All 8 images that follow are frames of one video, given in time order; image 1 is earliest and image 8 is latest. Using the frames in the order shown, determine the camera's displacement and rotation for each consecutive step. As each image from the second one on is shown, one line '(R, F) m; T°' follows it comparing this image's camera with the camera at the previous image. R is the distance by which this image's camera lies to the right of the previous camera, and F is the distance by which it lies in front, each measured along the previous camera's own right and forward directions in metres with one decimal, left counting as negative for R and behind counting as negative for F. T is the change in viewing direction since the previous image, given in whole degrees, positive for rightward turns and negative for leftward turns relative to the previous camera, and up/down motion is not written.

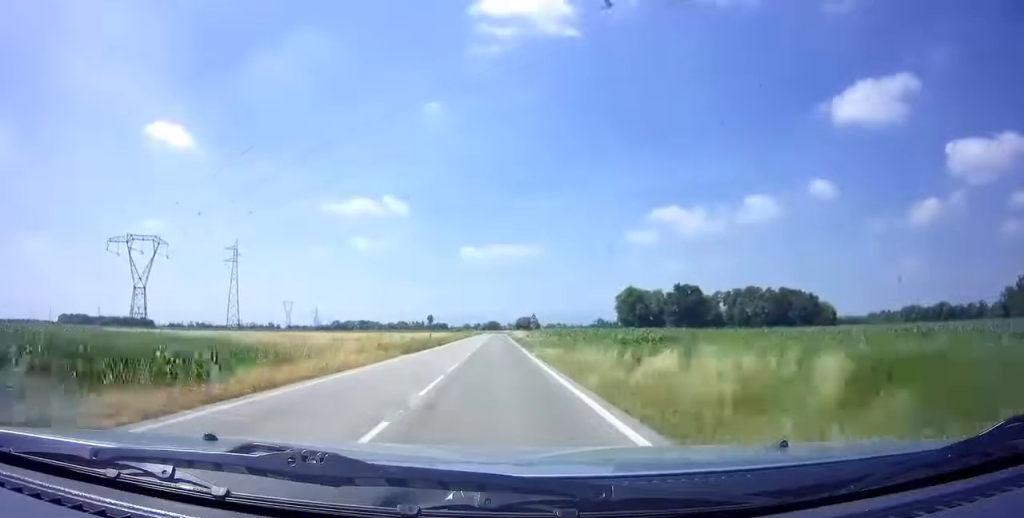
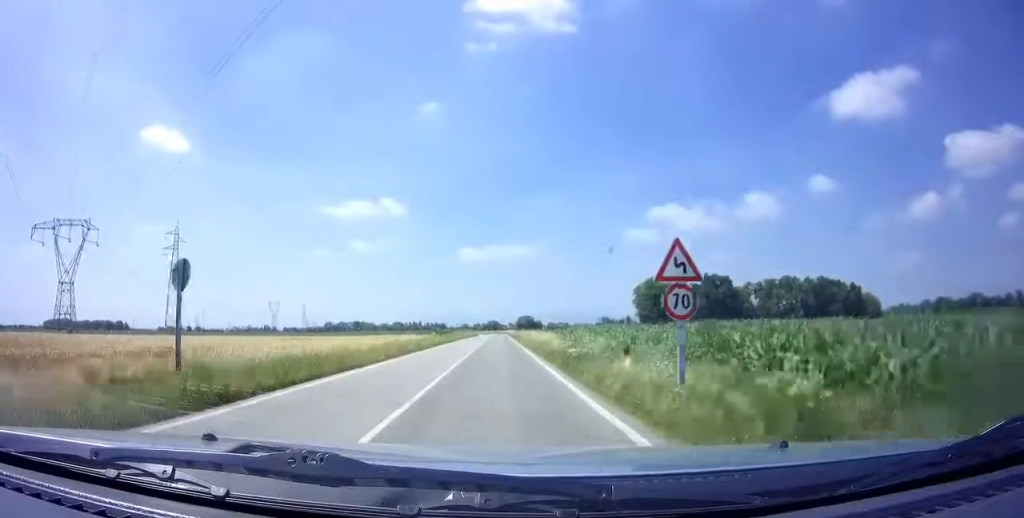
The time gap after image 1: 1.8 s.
(+0.1, +34.3) m; 0°
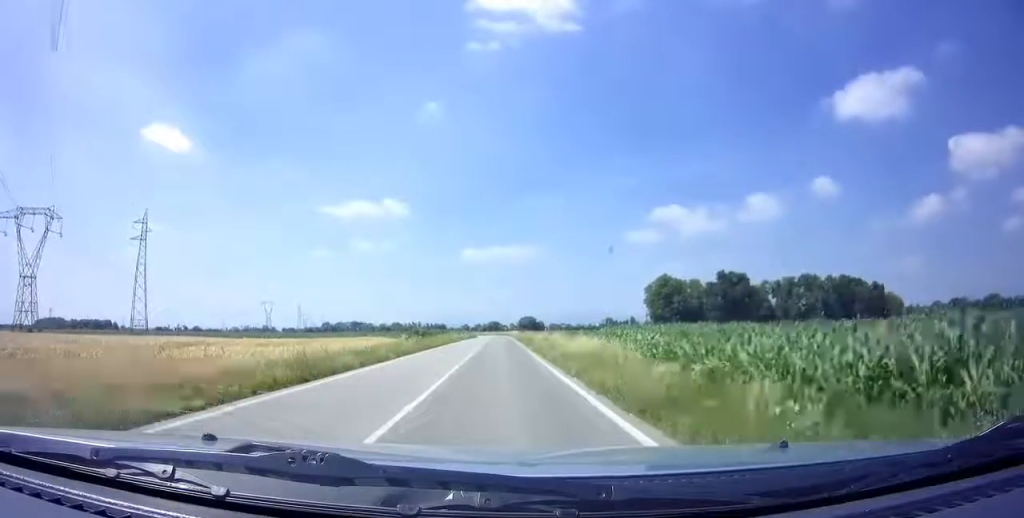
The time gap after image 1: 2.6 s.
(-0.1, +15.2) m; 0°
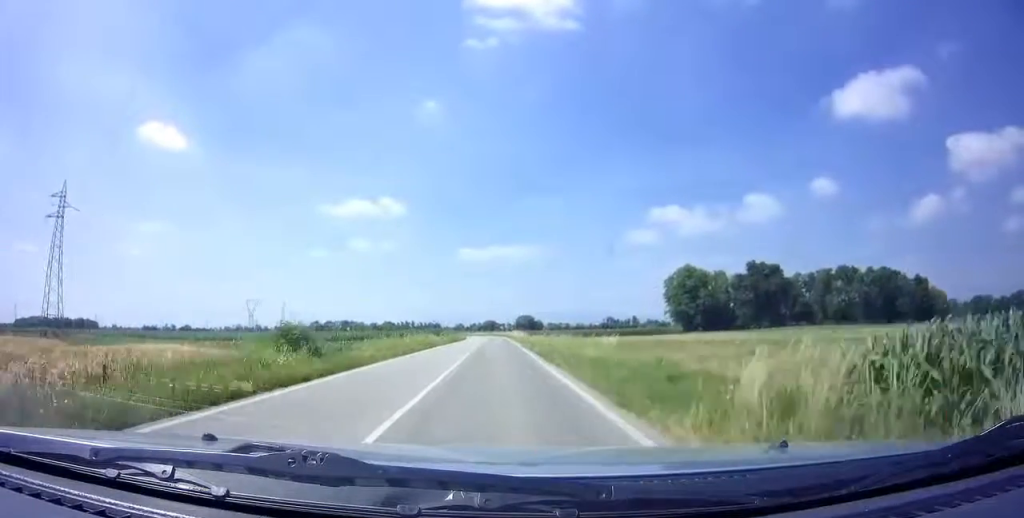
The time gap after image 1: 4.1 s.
(+0.5, +29.2) m; +1°
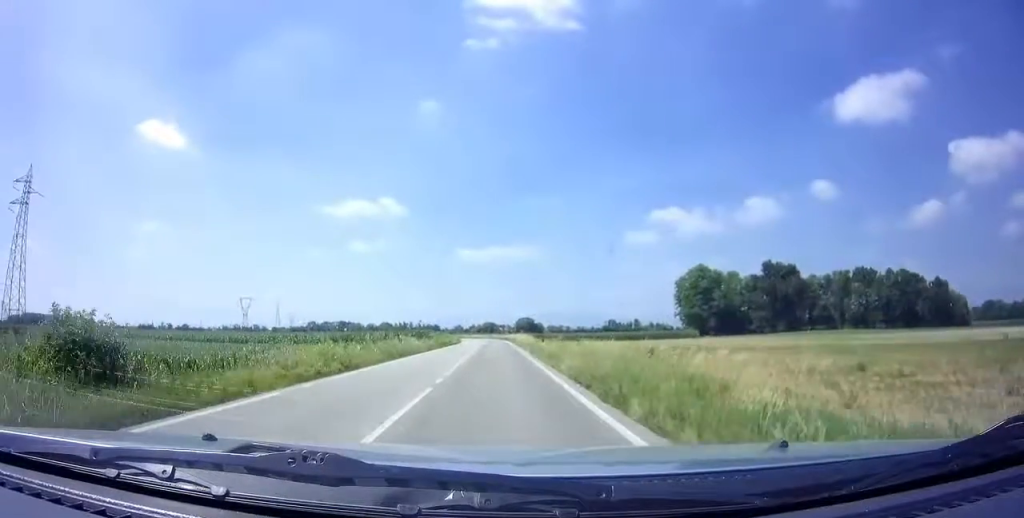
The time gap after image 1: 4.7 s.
(-0.1, +10.8) m; 0°
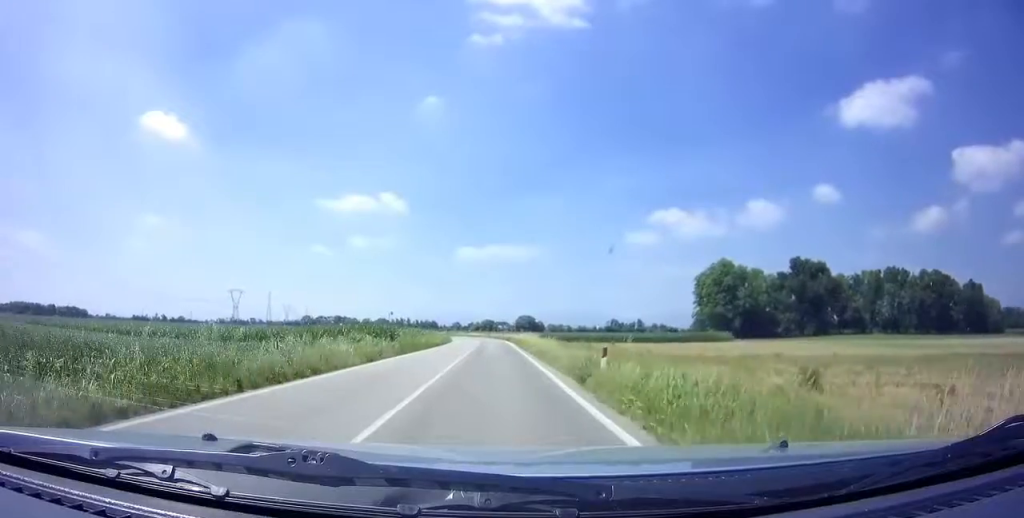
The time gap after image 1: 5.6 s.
(-0.1, +17.0) m; 0°
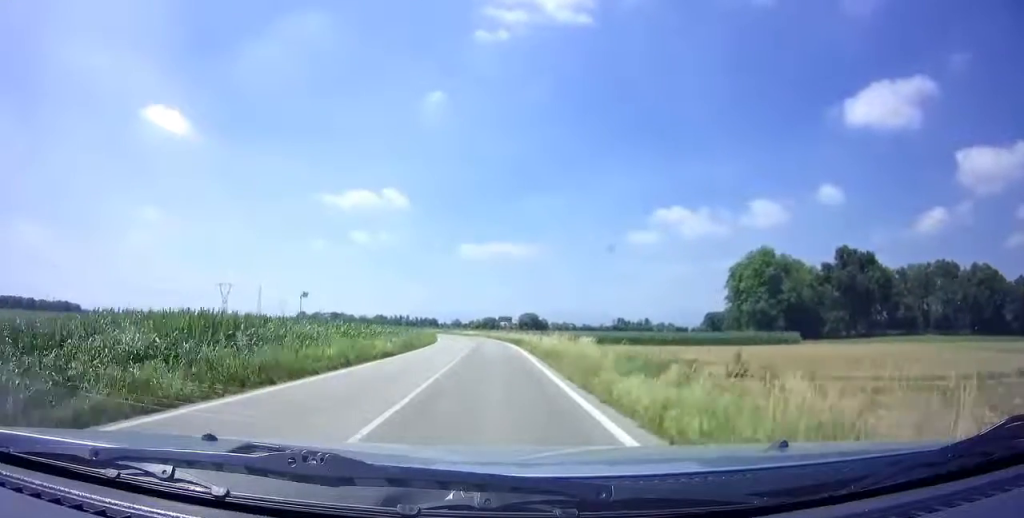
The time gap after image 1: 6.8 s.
(0.0, +22.5) m; 0°
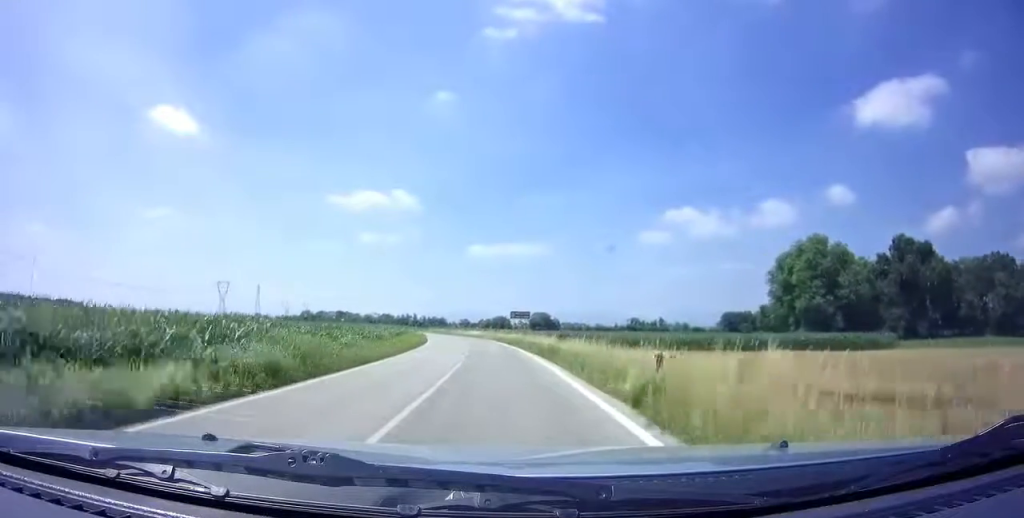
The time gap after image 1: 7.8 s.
(-0.1, +18.7) m; -2°
